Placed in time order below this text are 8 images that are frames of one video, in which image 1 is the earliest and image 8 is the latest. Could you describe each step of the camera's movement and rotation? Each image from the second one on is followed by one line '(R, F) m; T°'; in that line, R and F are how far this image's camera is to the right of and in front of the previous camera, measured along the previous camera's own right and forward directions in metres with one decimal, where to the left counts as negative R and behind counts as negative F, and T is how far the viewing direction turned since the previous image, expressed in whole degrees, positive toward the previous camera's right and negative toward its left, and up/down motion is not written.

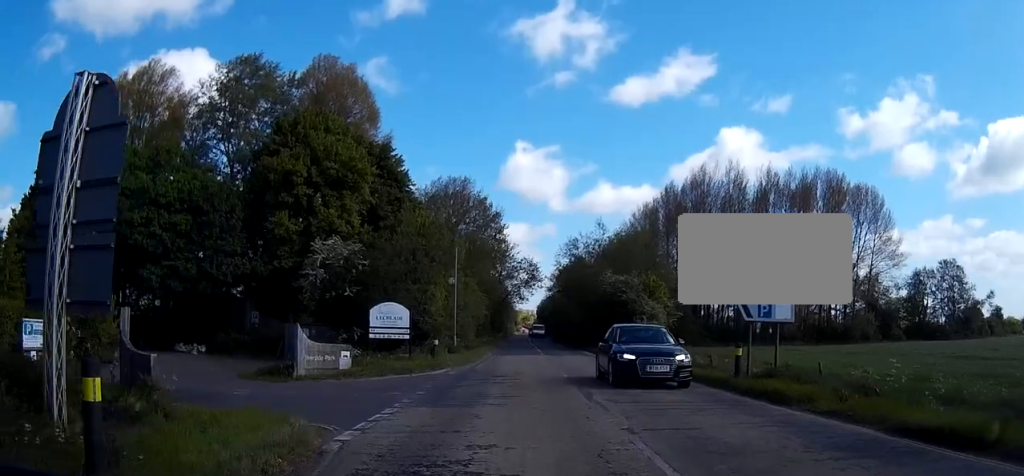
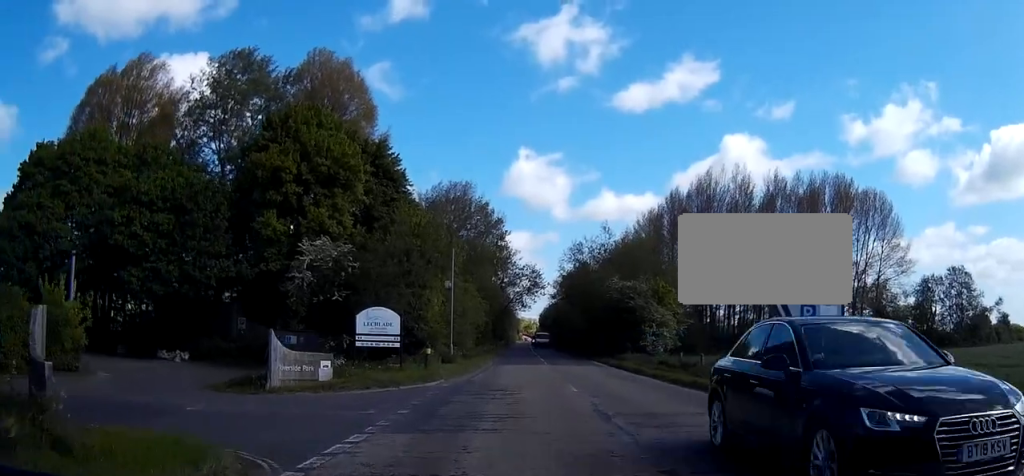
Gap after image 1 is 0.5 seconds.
(-0.1, +2.8) m; -2°
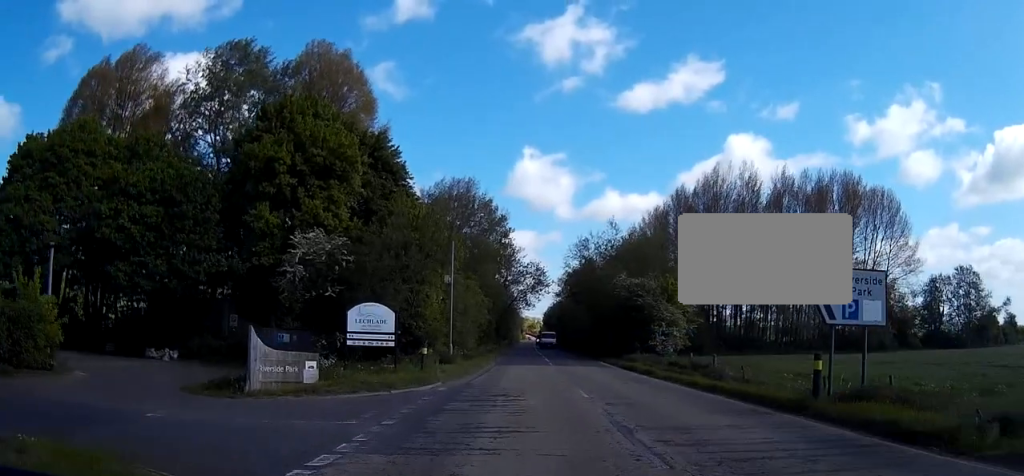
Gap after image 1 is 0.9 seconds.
(0.0, +2.1) m; -2°
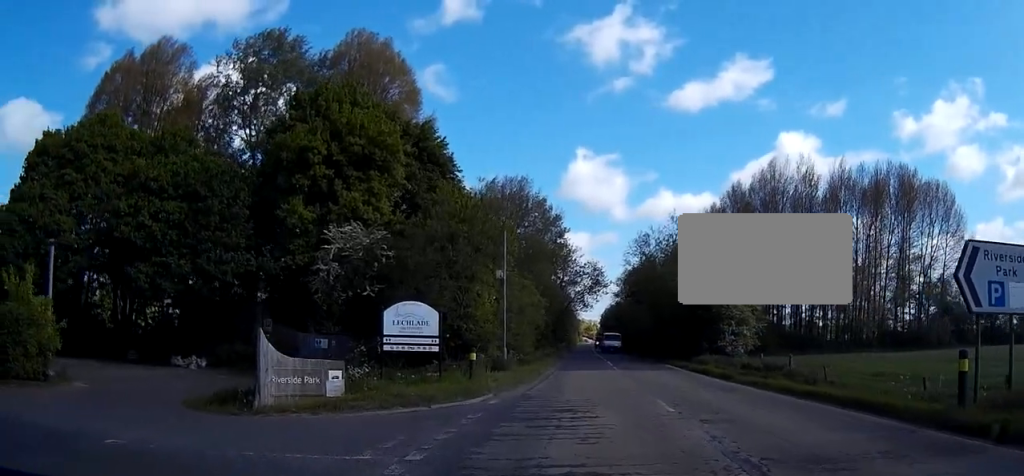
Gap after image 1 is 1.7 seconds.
(-0.1, +3.4) m; -6°
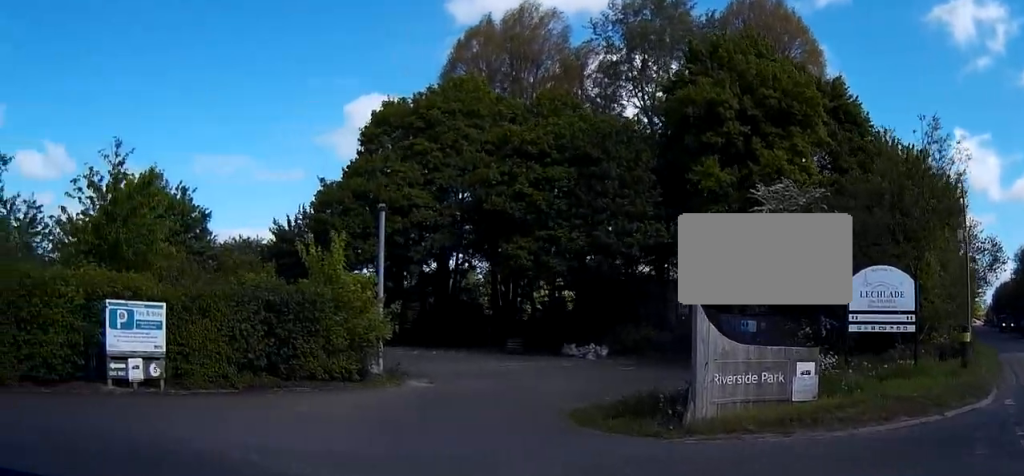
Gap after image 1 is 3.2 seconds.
(-0.8, +5.1) m; -30°
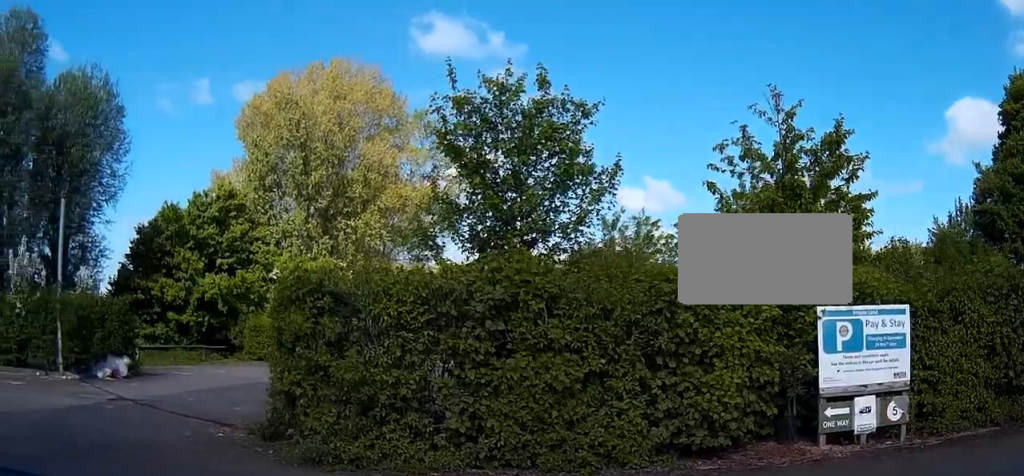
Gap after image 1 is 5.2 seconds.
(-2.6, +4.3) m; -57°
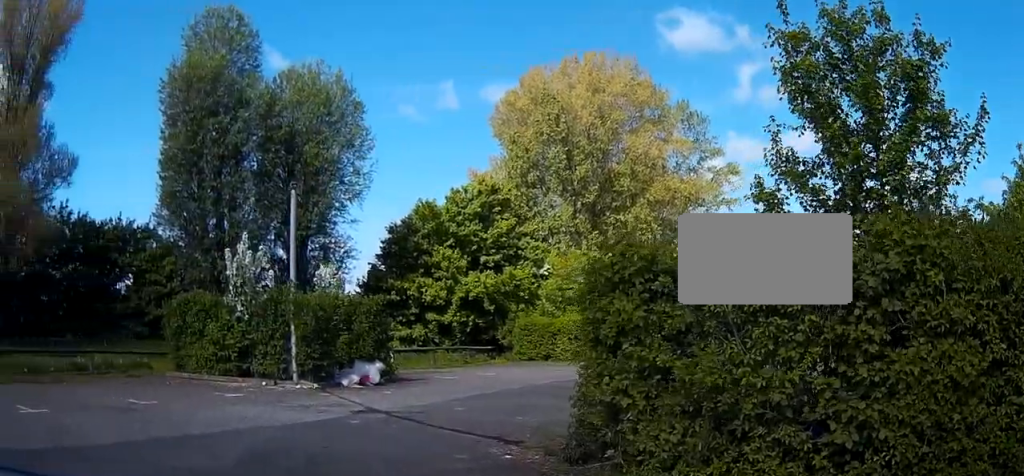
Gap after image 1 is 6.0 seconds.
(-0.3, +2.0) m; -19°
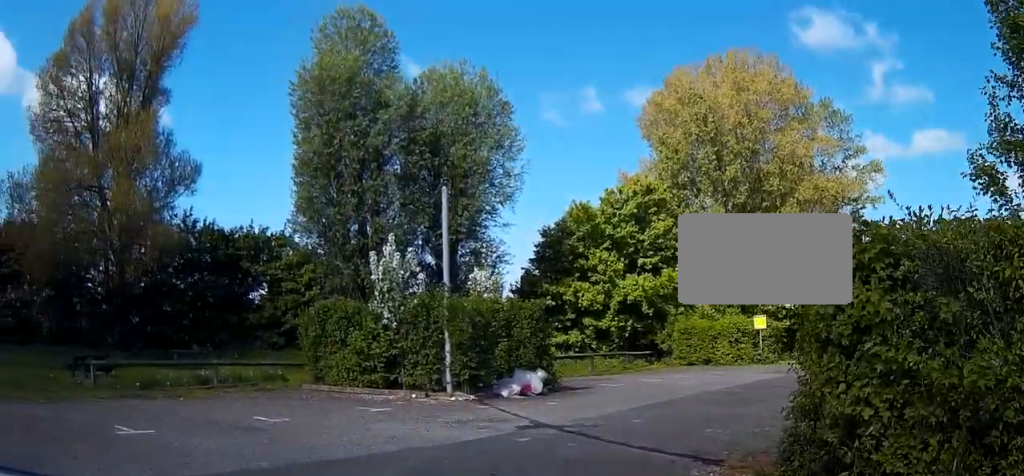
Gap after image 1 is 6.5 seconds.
(-0.2, +1.4) m; -7°
